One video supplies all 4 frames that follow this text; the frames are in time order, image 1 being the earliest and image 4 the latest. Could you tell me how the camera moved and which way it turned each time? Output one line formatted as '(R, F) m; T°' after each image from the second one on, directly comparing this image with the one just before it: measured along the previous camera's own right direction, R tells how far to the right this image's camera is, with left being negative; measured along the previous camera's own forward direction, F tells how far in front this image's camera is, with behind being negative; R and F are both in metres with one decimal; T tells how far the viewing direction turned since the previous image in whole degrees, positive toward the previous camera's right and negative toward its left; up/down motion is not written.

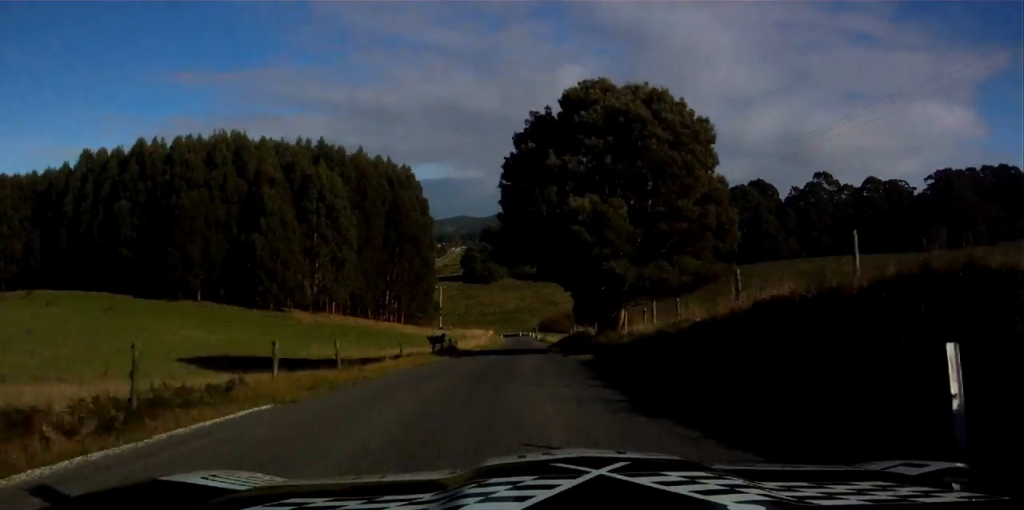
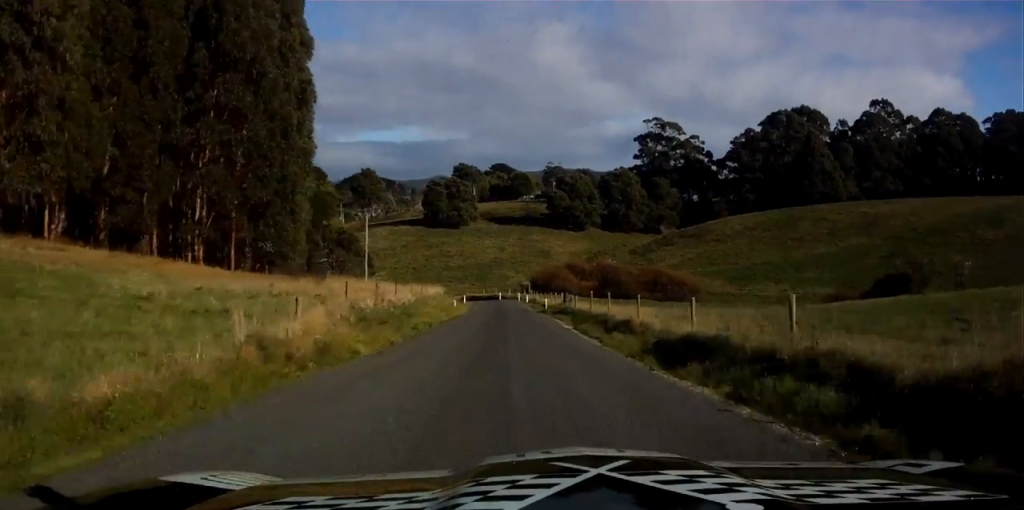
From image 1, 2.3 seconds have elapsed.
(+2.6, +90.1) m; +4°
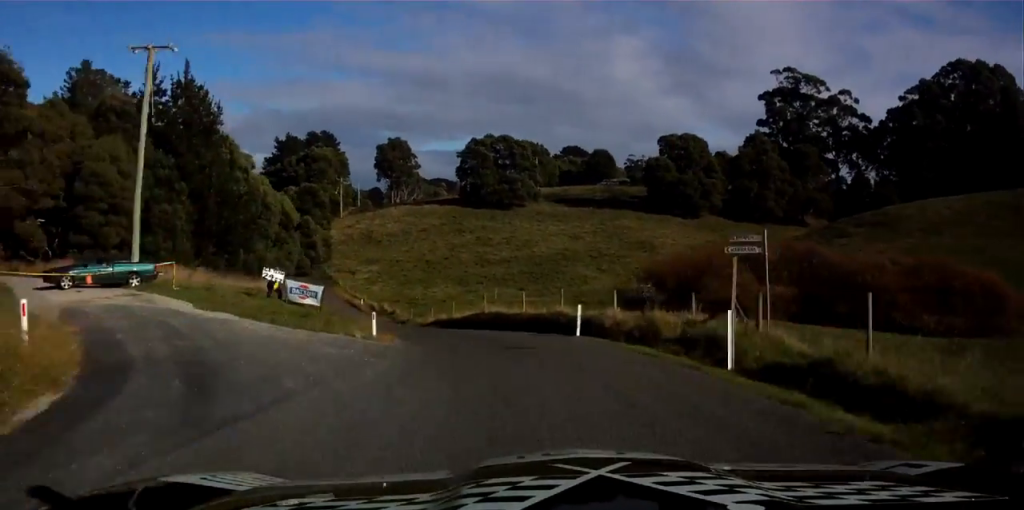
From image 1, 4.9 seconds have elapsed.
(-0.5, +88.2) m; -5°
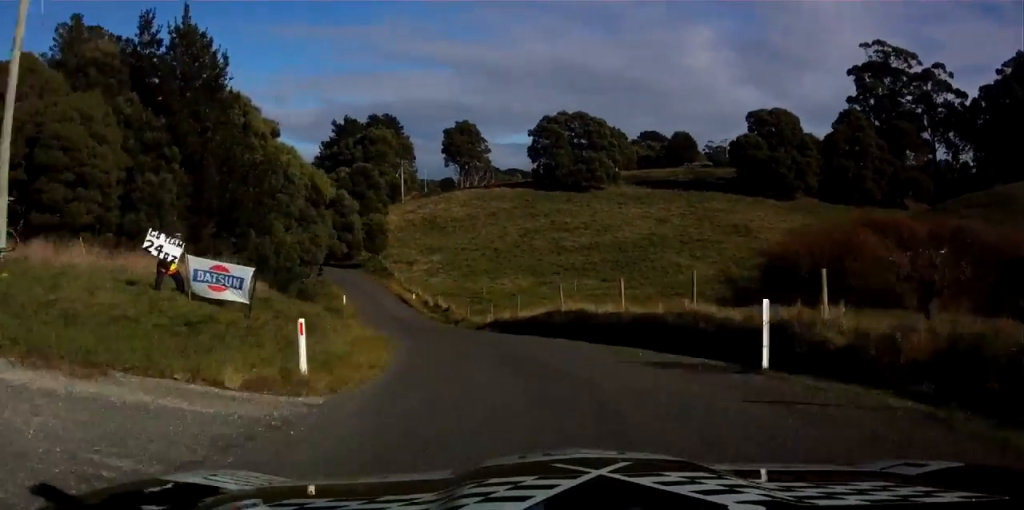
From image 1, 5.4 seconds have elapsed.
(-0.7, +17.5) m; -4°
